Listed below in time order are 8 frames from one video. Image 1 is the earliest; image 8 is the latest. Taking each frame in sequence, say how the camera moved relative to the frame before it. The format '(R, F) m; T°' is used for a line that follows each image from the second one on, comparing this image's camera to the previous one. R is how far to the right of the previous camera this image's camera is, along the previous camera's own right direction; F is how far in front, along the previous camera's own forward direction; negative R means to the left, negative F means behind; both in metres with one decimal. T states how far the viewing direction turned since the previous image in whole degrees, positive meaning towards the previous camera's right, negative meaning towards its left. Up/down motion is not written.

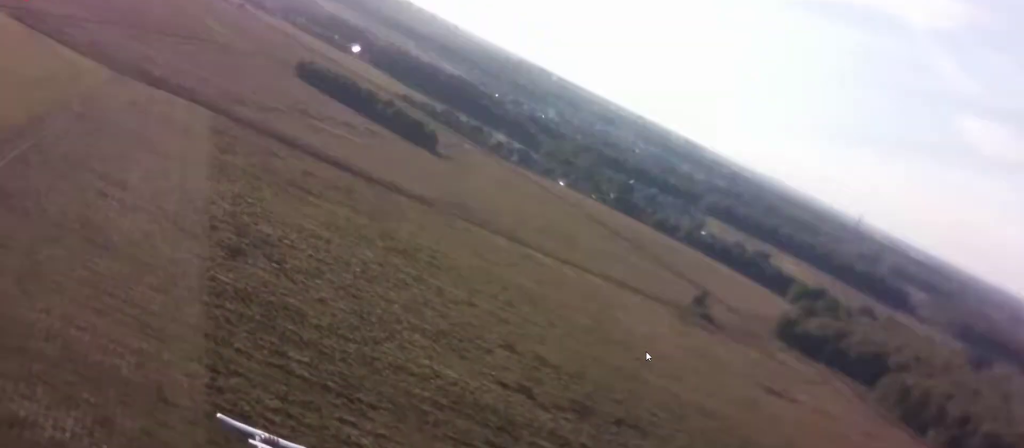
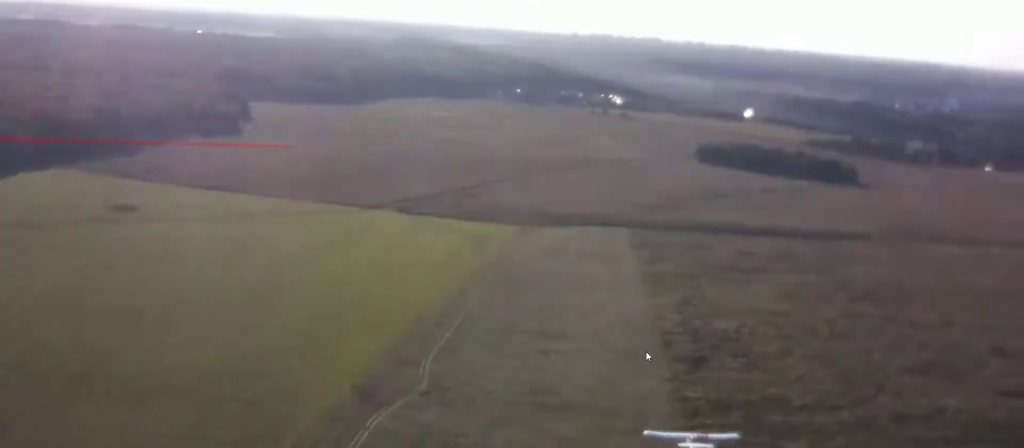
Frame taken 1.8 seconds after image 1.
(-1.8, +26.7) m; -6°
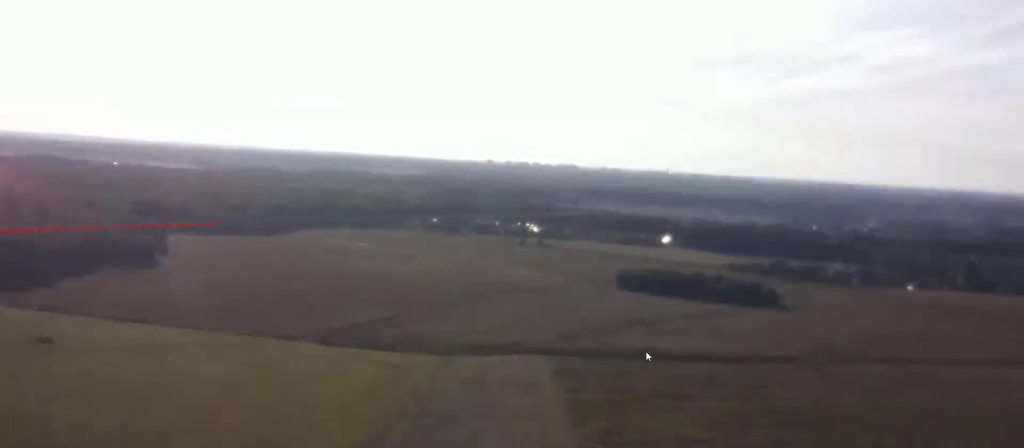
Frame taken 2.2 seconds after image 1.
(-0.1, +6.9) m; -1°
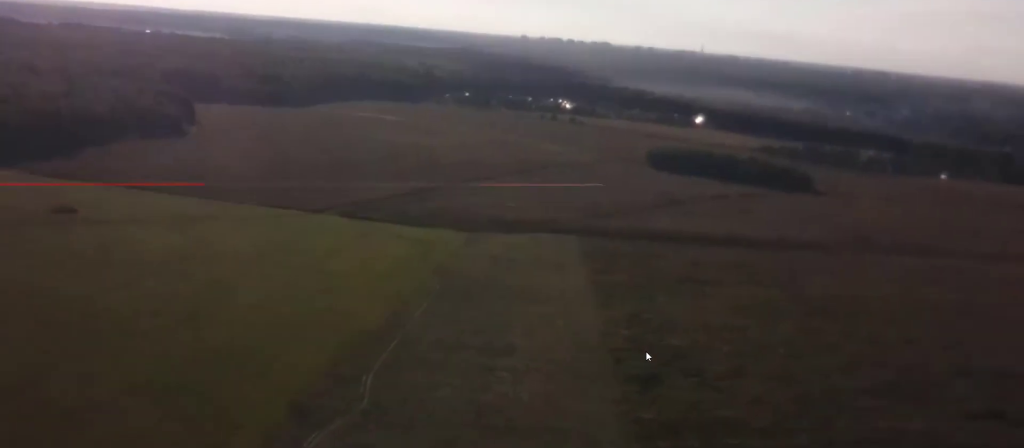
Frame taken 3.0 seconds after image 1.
(-0.3, +11.6) m; -2°
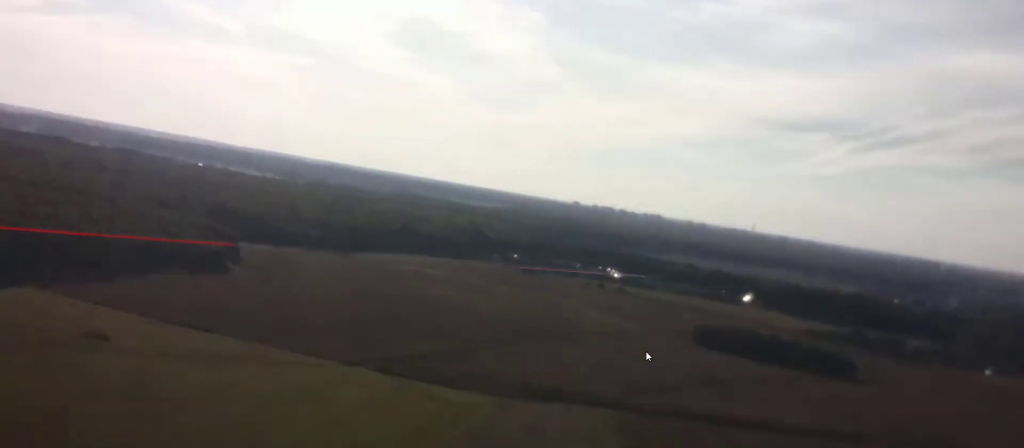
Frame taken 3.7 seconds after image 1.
(0.0, +9.7) m; 0°
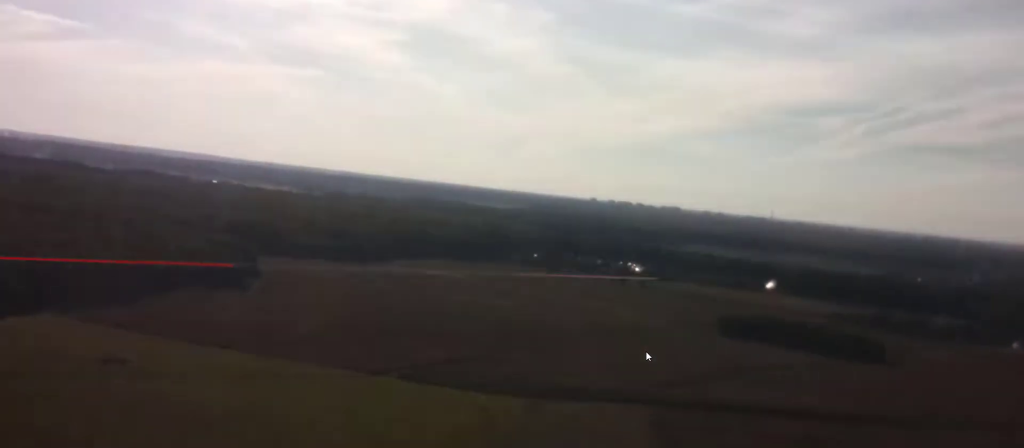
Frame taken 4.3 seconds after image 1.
(0.0, +7.9) m; +1°
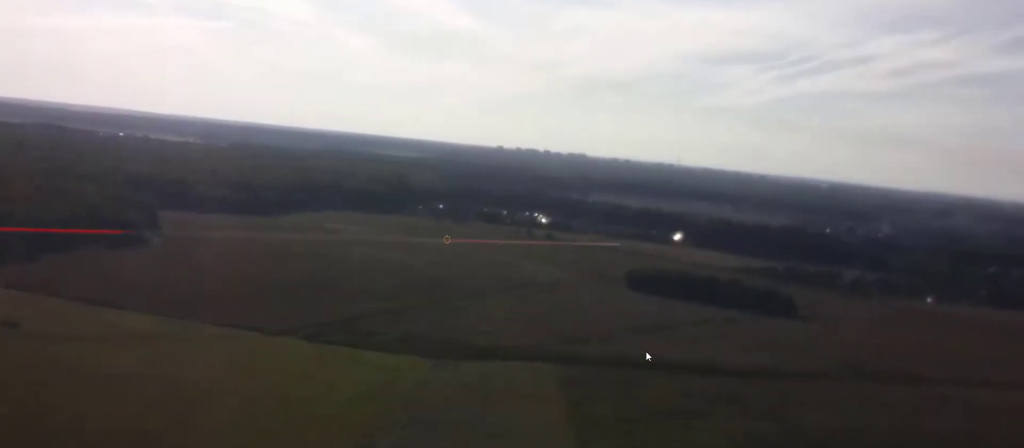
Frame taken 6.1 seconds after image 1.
(+0.4, +21.3) m; 0°
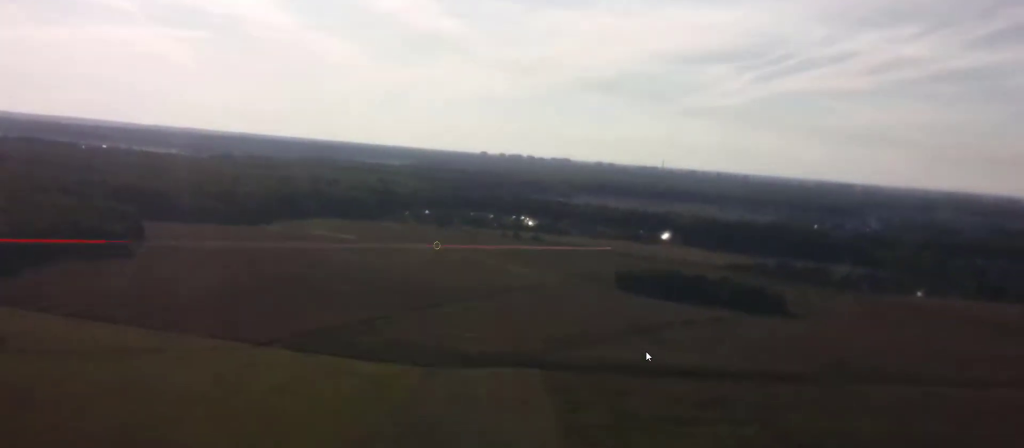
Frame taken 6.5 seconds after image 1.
(-0.1, +4.9) m; -2°
